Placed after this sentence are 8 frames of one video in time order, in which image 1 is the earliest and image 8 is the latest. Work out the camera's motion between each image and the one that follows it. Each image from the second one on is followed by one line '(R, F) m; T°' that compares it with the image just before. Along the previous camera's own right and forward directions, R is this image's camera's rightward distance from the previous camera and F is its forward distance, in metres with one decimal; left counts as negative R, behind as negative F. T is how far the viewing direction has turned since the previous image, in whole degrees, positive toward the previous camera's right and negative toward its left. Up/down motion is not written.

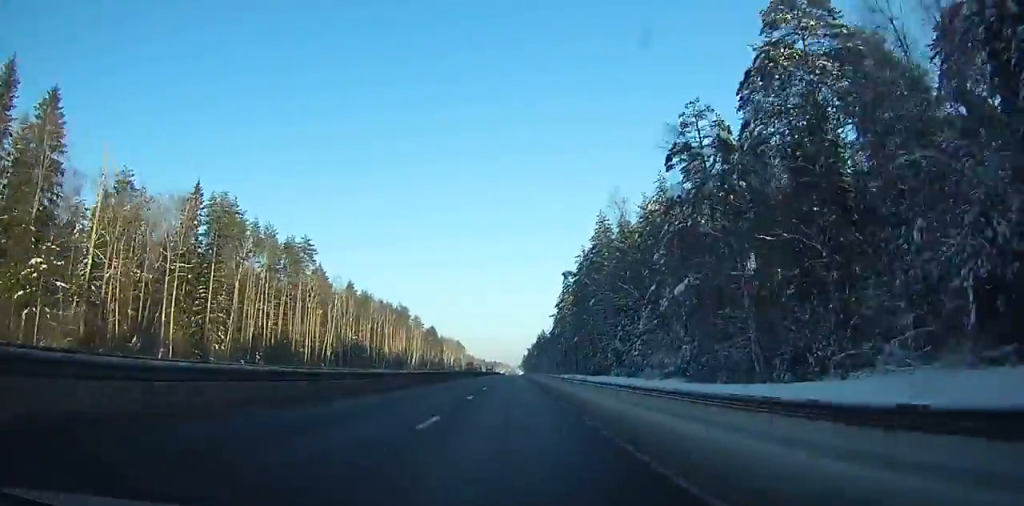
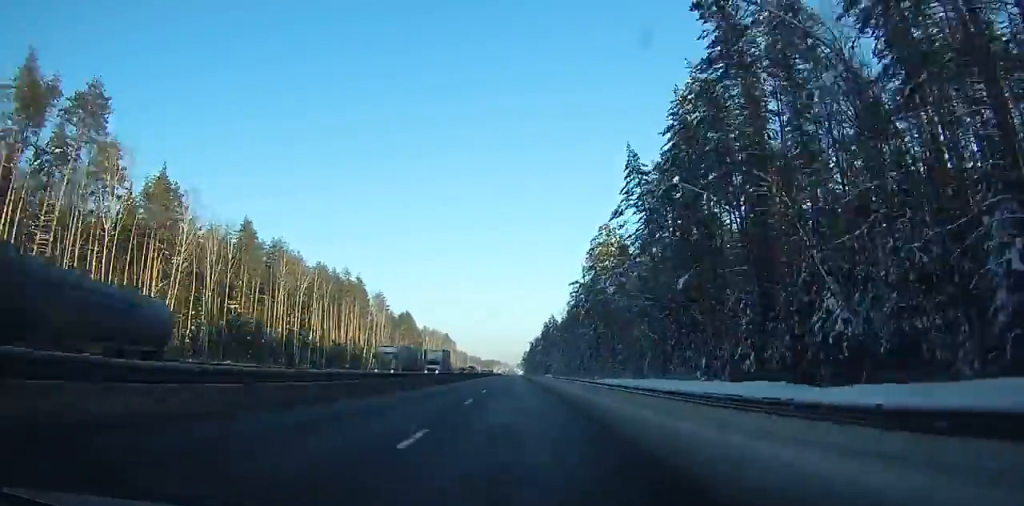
(+0.2, +94.6) m; 0°
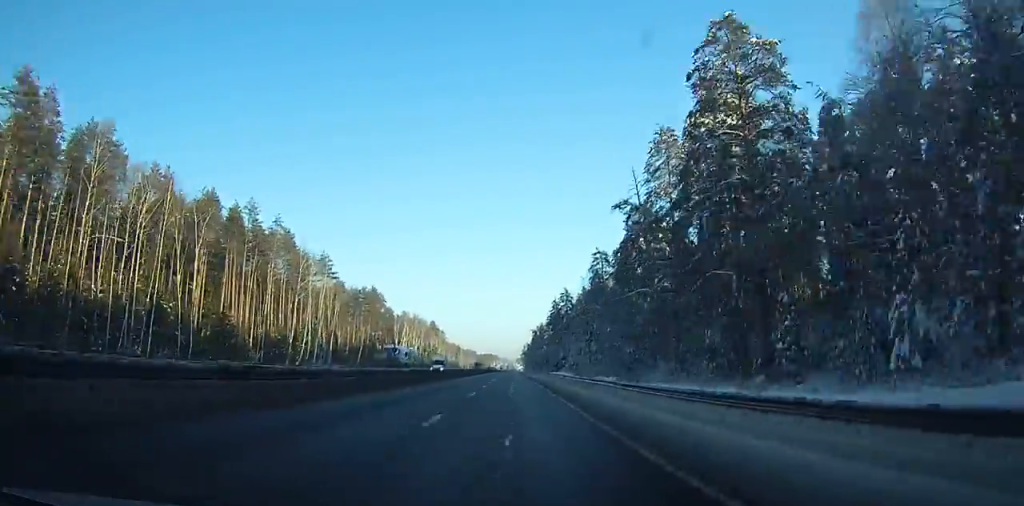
(-0.1, +74.8) m; 0°
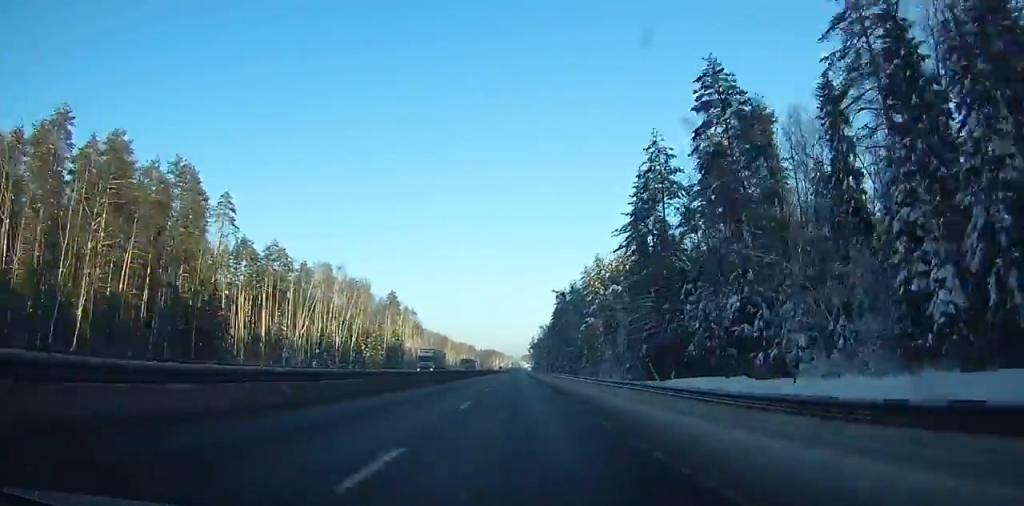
(-0.7, +142.6) m; 0°
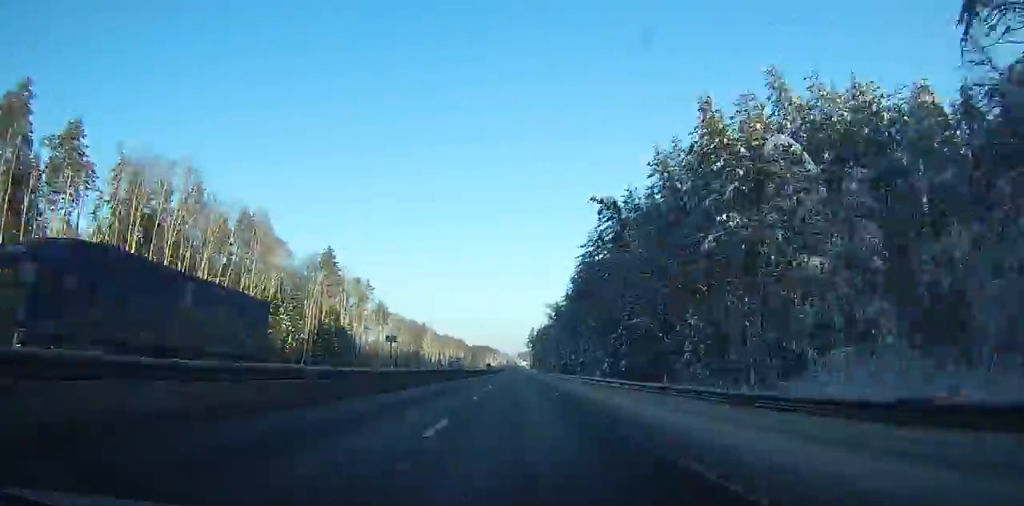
(+0.3, +79.2) m; 0°
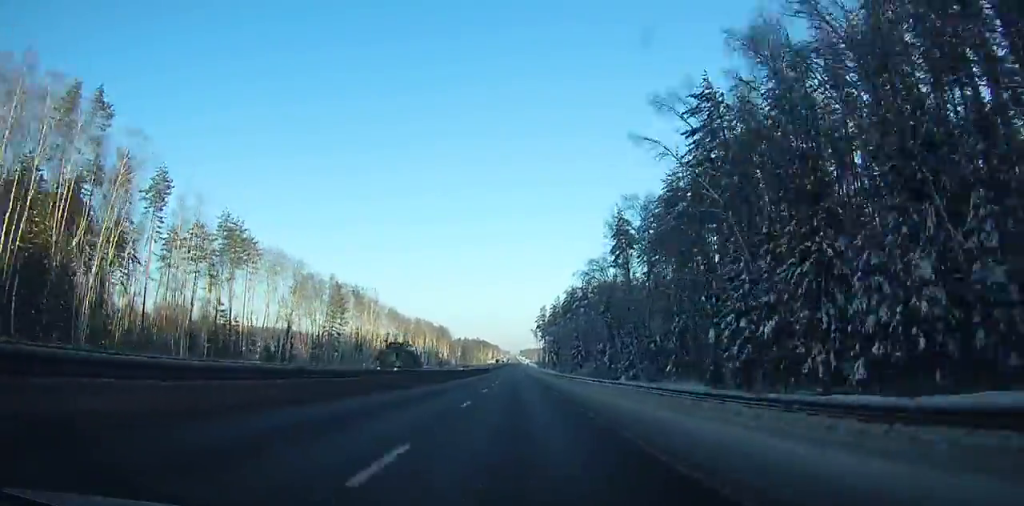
(+0.2, +129.6) m; 0°
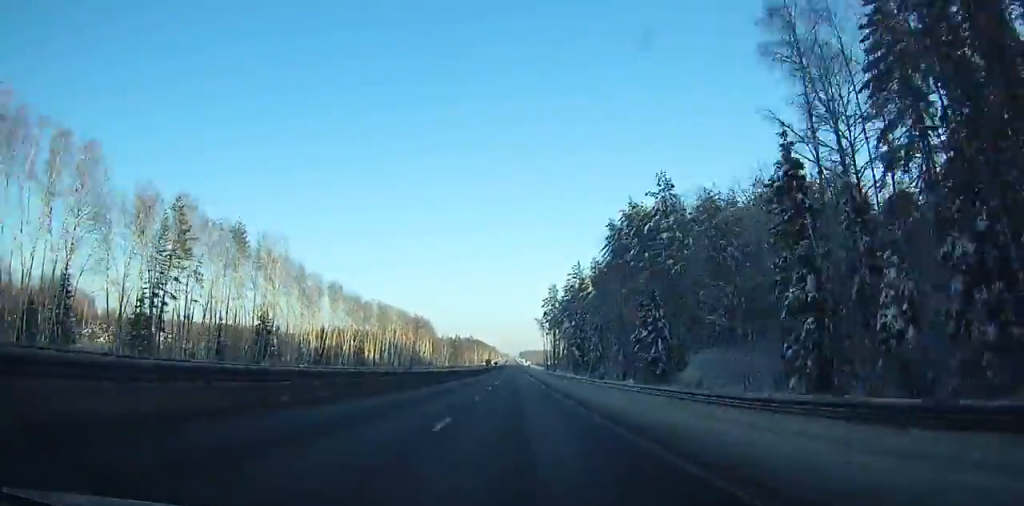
(-0.1, +71.2) m; 0°
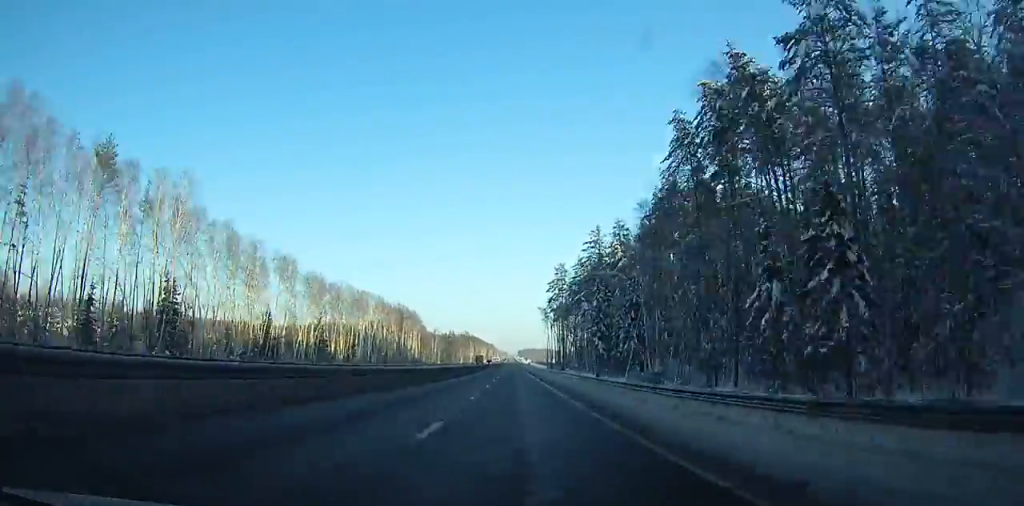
(0.0, +33.6) m; 0°
